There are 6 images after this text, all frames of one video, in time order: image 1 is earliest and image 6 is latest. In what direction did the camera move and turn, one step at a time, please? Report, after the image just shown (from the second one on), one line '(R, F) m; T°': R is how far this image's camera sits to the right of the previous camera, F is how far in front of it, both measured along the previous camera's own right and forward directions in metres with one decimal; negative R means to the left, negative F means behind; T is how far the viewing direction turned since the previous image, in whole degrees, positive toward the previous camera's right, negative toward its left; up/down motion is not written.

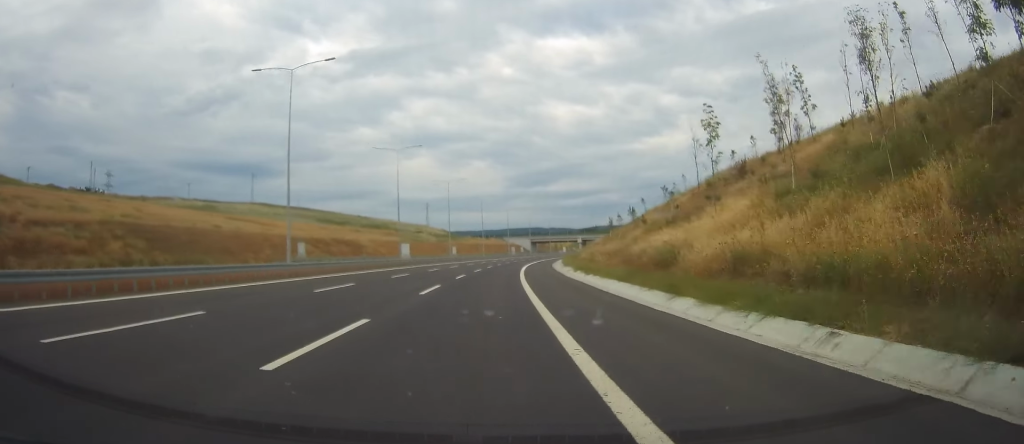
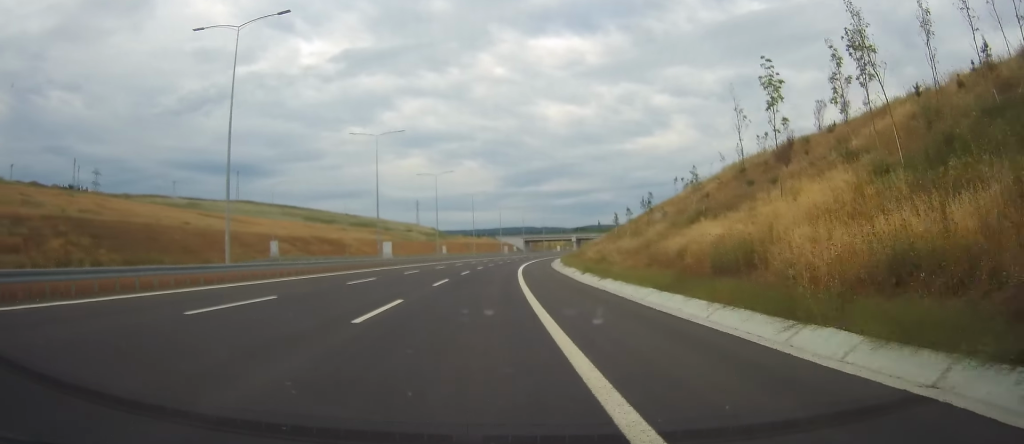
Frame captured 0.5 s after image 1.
(+0.1, +10.5) m; +1°
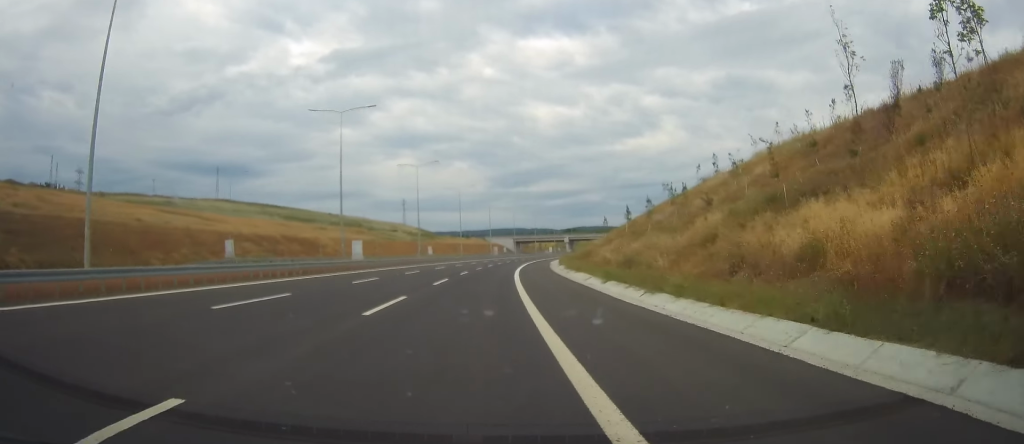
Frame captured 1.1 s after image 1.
(+0.3, +14.3) m; +2°
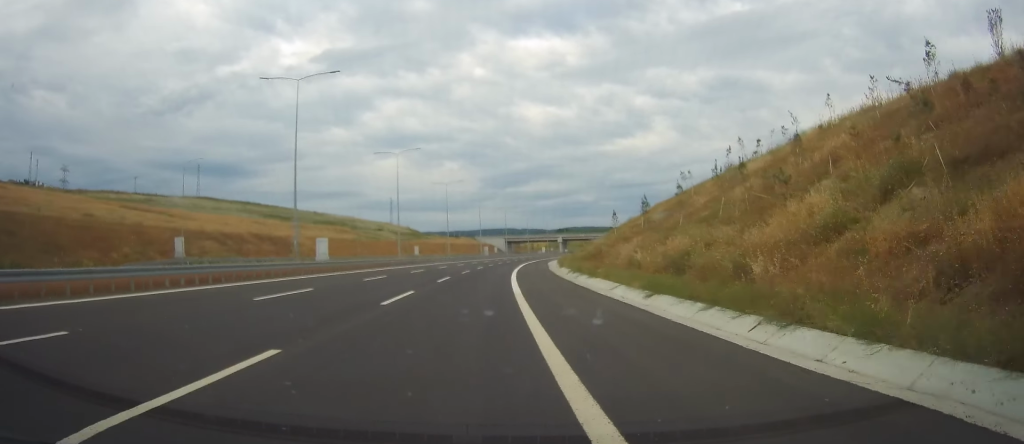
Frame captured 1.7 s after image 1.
(+0.2, +13.1) m; +1°
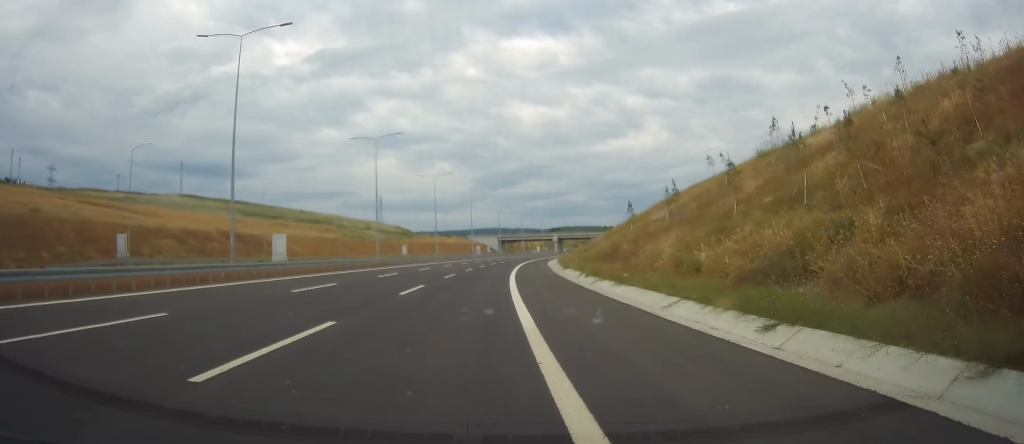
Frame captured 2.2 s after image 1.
(-0.1, +11.3) m; +1°
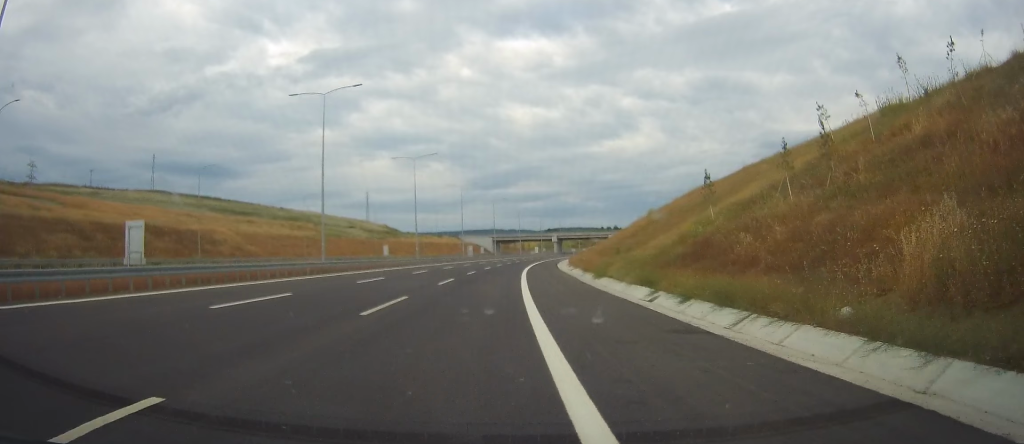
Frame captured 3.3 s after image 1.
(+0.6, +24.4) m; +1°
